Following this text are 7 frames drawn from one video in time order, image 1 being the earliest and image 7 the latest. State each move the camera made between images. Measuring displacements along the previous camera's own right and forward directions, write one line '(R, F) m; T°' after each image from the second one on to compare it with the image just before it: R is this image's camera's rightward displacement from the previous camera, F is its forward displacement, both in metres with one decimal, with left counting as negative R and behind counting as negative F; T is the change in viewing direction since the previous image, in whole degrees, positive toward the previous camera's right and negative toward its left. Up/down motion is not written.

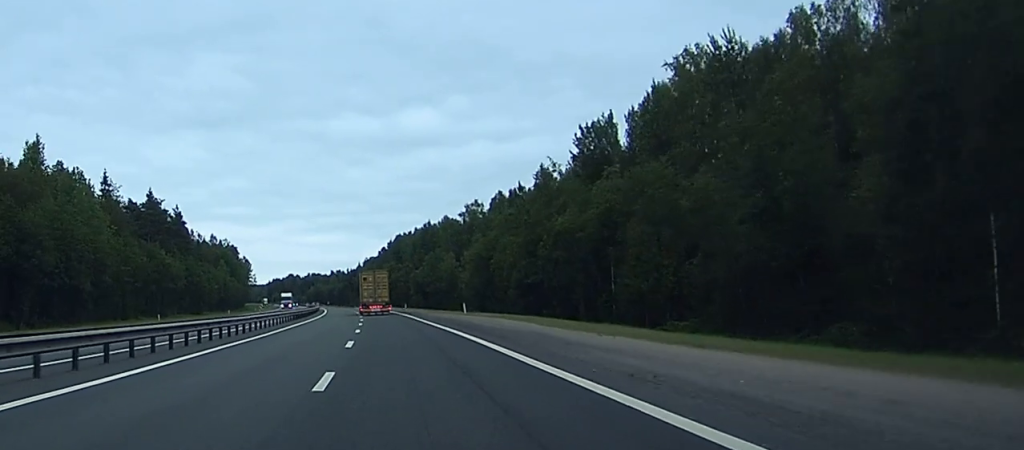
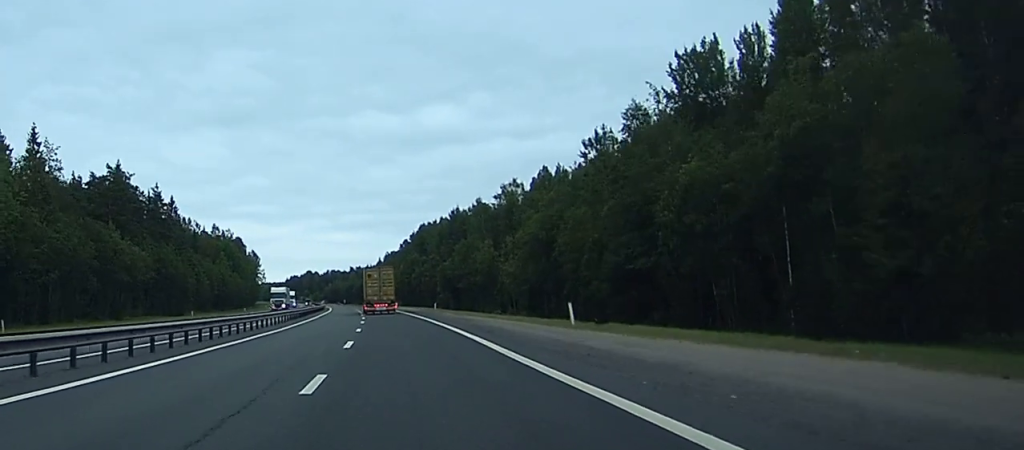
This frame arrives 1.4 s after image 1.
(-0.6, +36.0) m; -3°
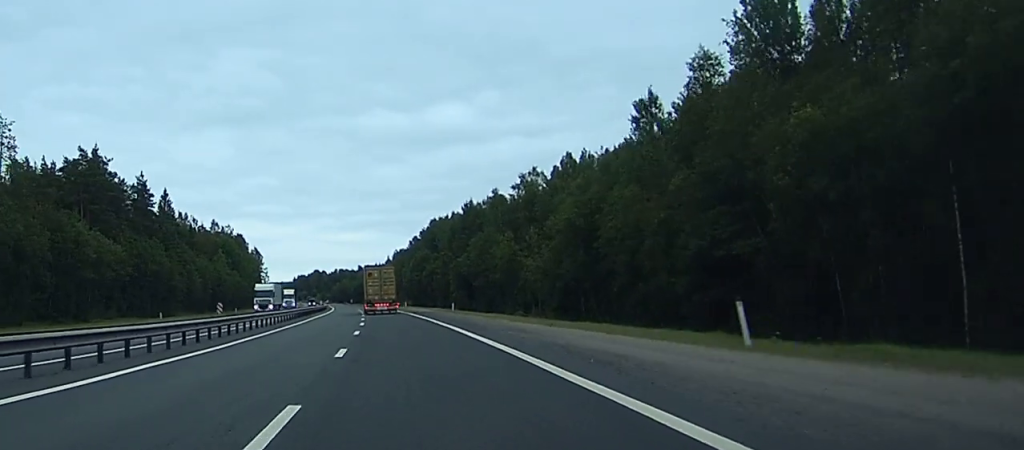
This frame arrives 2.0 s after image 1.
(-0.3, +16.2) m; 0°
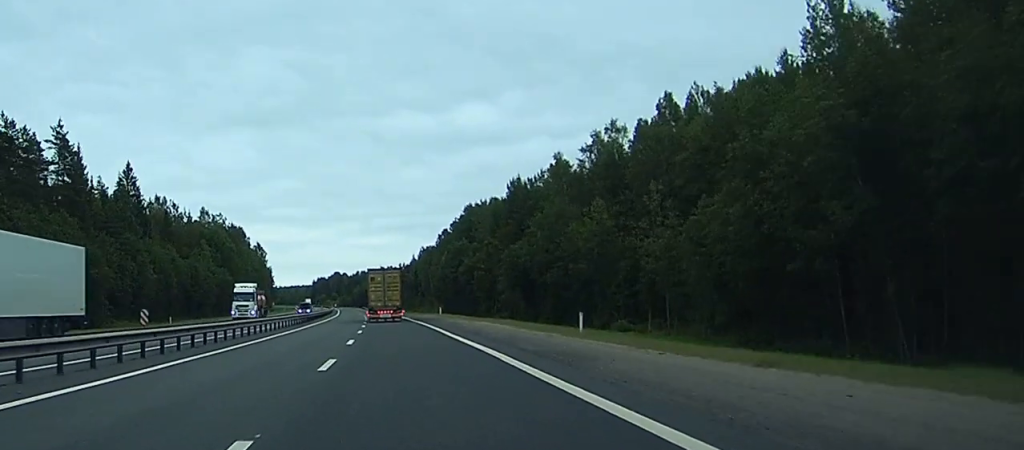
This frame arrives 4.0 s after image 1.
(-0.1, +49.4) m; -1°
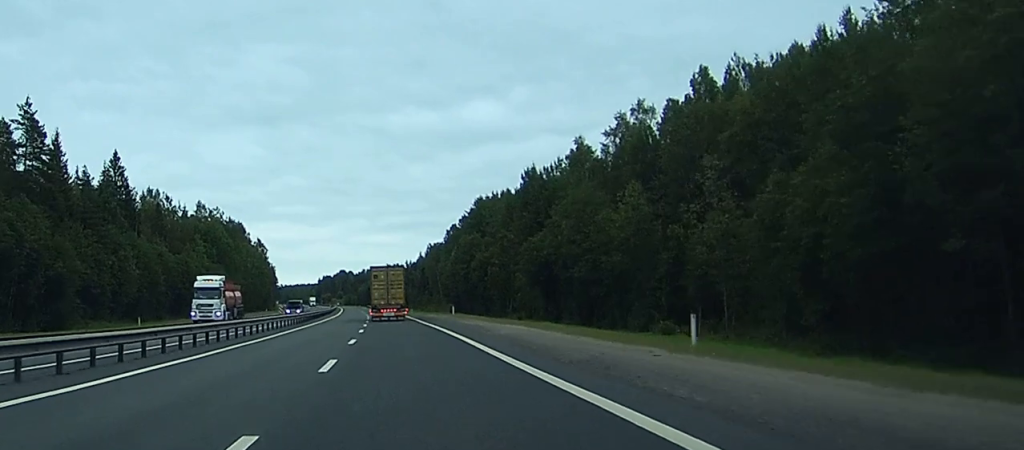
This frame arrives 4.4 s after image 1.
(+0.1, +11.9) m; -1°
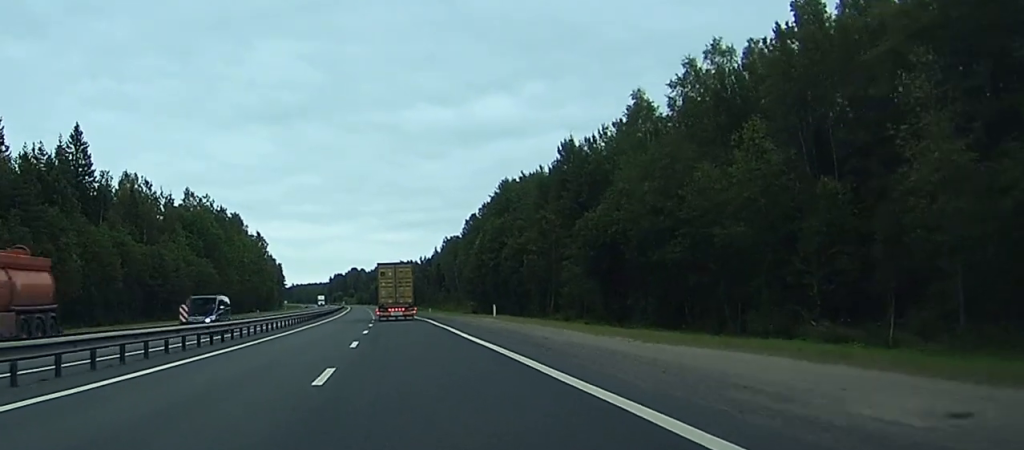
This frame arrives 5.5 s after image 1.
(-0.6, +26.5) m; -1°
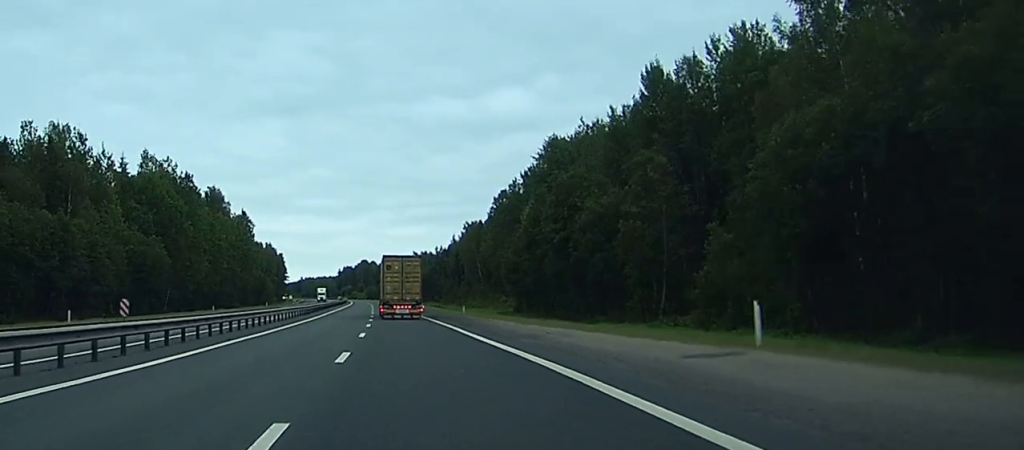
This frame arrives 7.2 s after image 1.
(-0.8, +44.0) m; -2°
